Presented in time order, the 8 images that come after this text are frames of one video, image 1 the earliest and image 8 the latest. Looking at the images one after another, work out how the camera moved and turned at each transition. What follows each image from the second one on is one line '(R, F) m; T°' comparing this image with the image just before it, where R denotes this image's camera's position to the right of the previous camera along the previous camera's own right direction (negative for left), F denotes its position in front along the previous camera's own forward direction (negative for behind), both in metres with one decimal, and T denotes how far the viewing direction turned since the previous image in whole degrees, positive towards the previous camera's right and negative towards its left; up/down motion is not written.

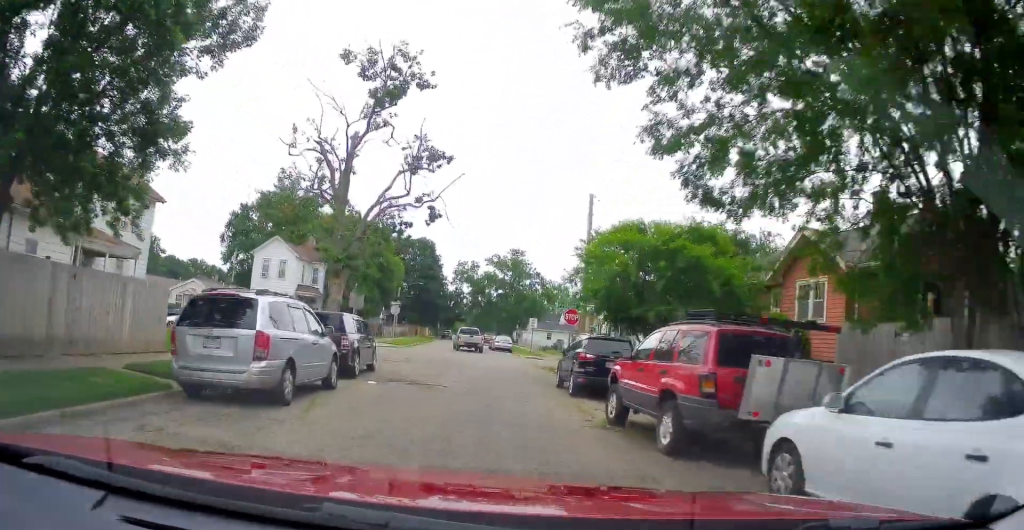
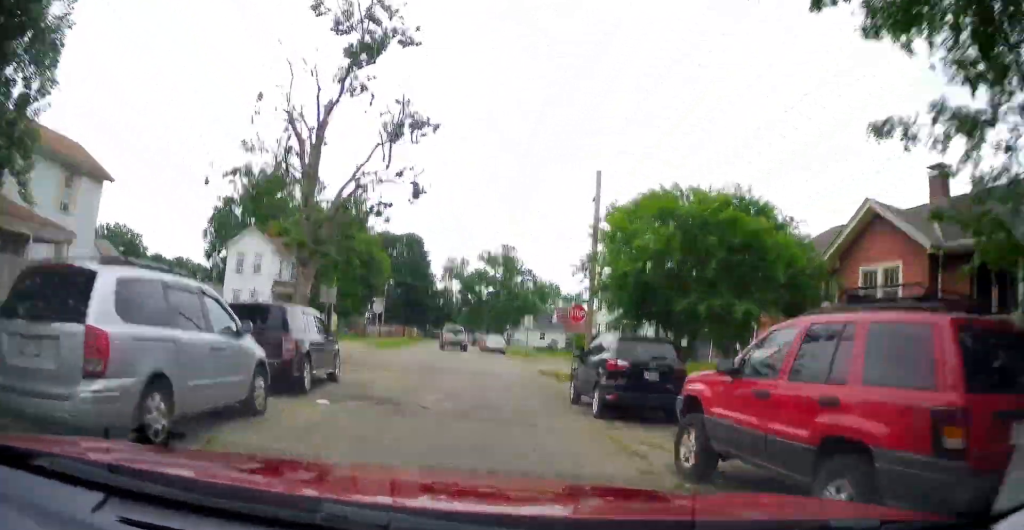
(+0.3, +3.8) m; +4°
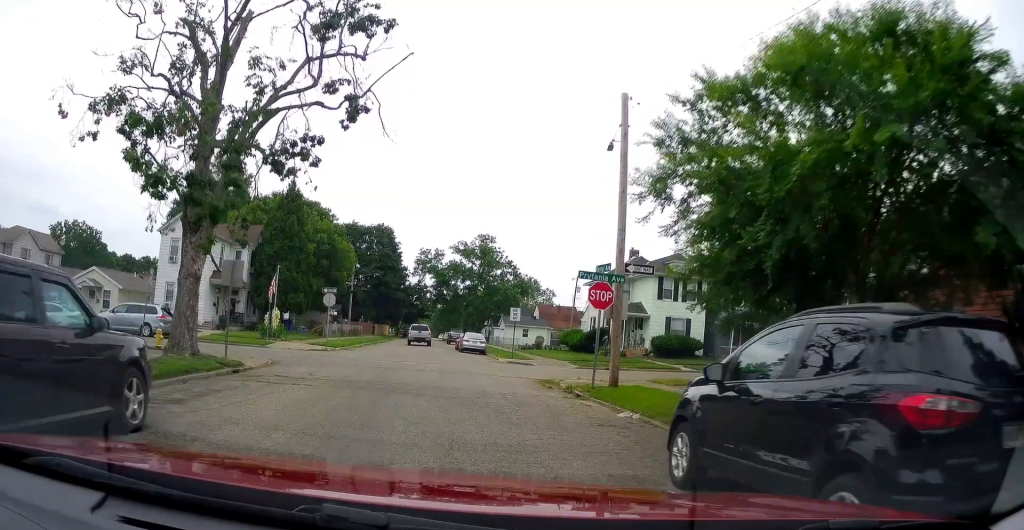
(+0.4, +8.0) m; -2°
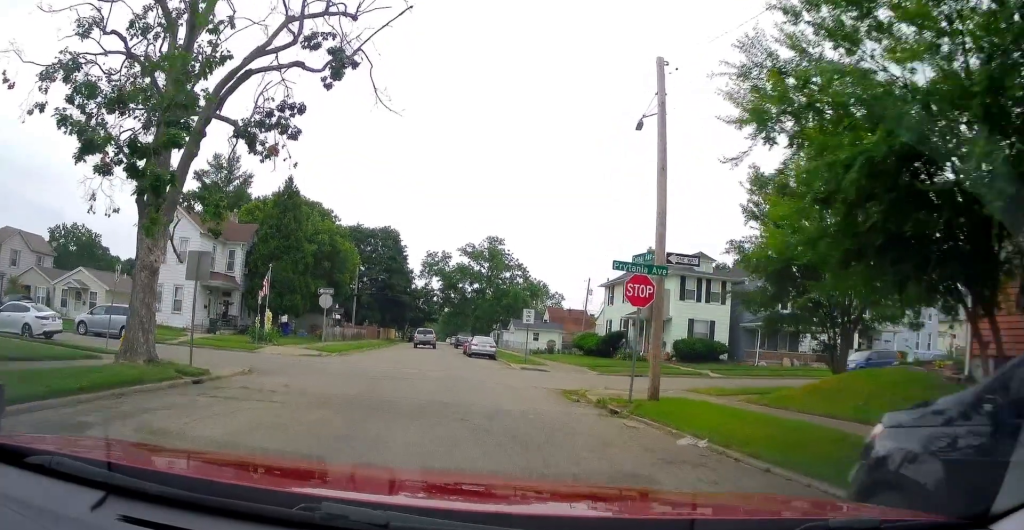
(-0.3, +2.5) m; -2°
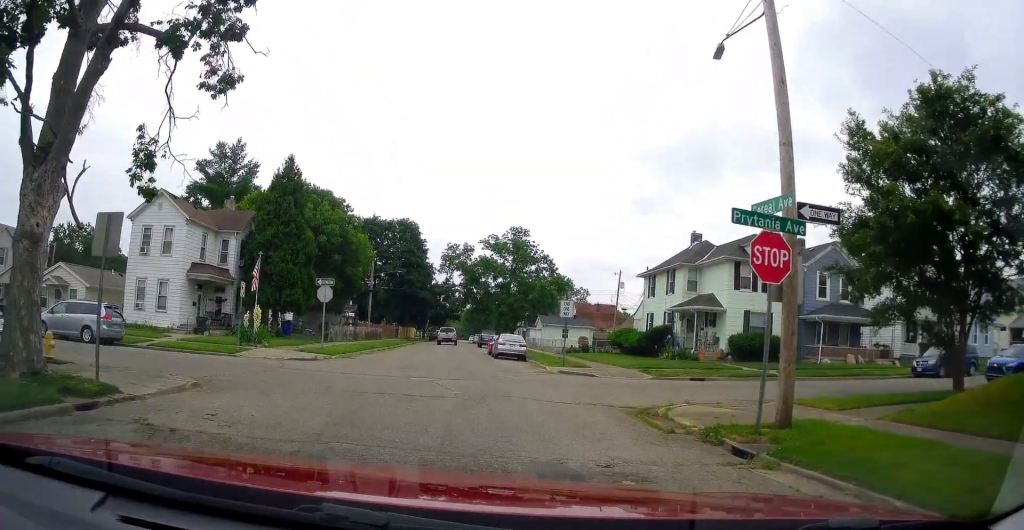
(-0.1, +4.4) m; +7°
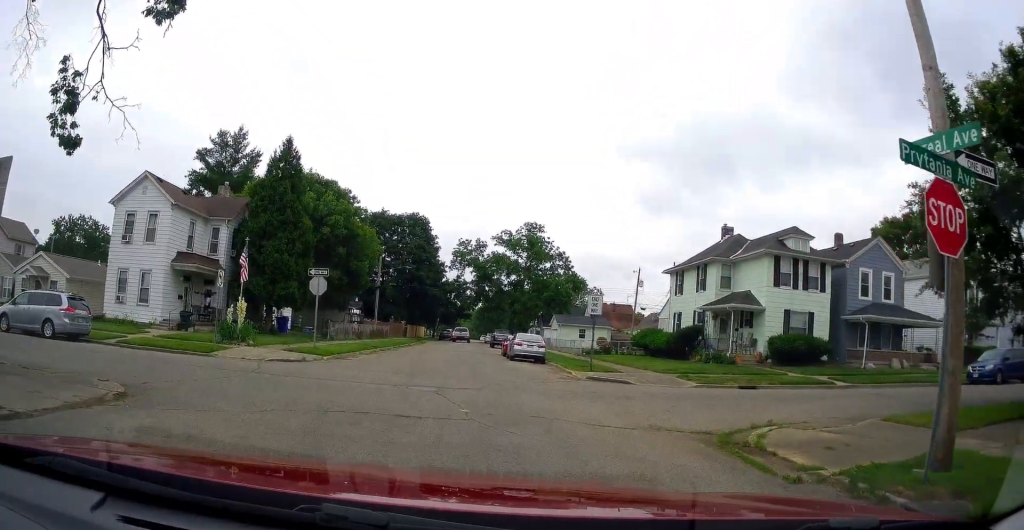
(+0.4, +2.2) m; +3°
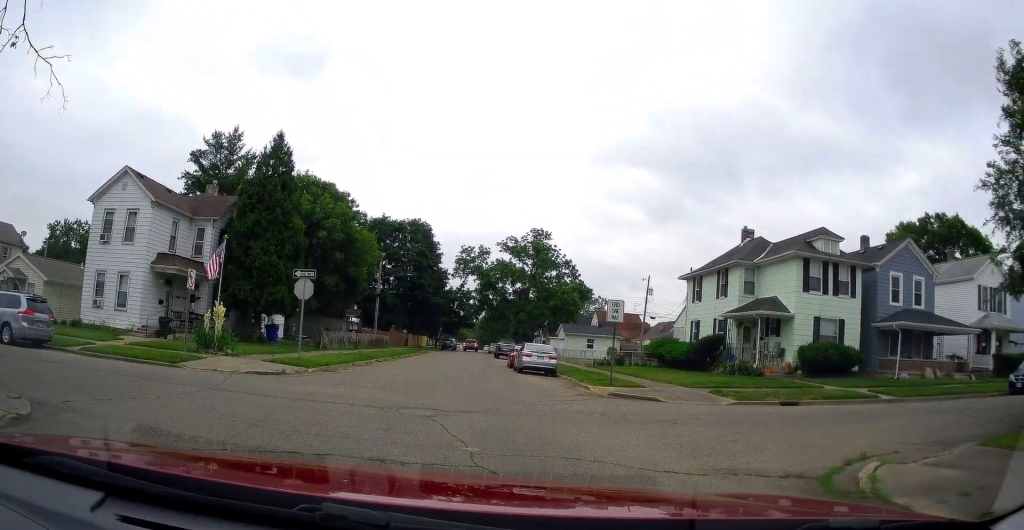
(+0.3, +1.2) m; 0°
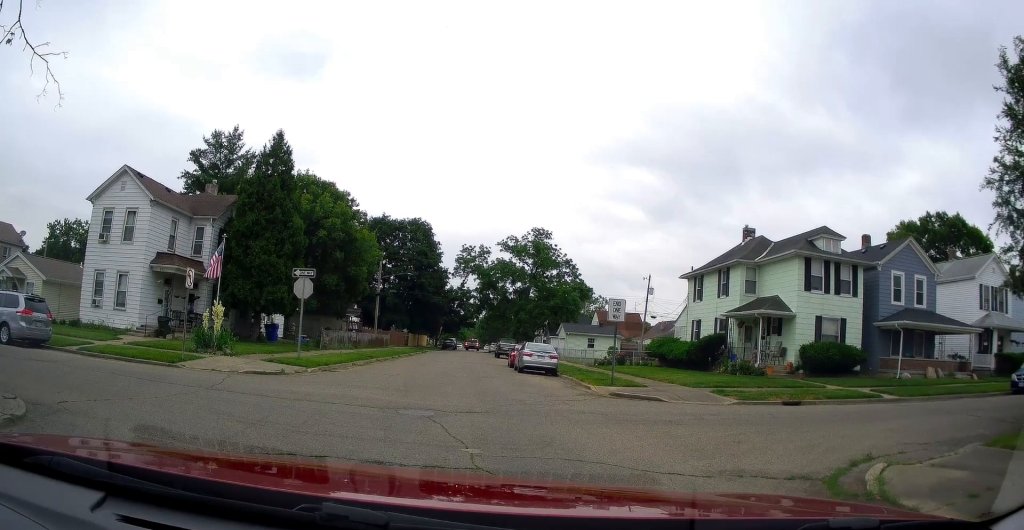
(0.0, 0.0) m; 0°
